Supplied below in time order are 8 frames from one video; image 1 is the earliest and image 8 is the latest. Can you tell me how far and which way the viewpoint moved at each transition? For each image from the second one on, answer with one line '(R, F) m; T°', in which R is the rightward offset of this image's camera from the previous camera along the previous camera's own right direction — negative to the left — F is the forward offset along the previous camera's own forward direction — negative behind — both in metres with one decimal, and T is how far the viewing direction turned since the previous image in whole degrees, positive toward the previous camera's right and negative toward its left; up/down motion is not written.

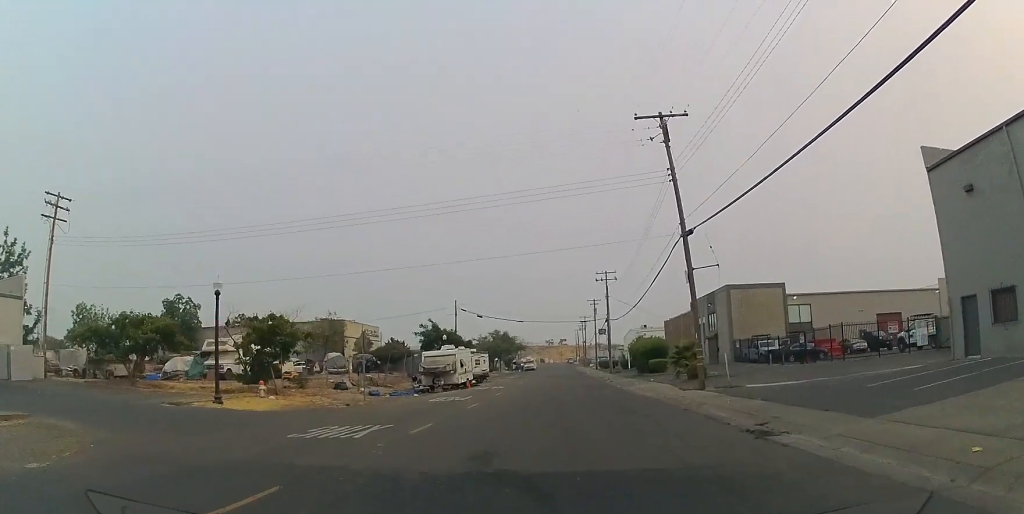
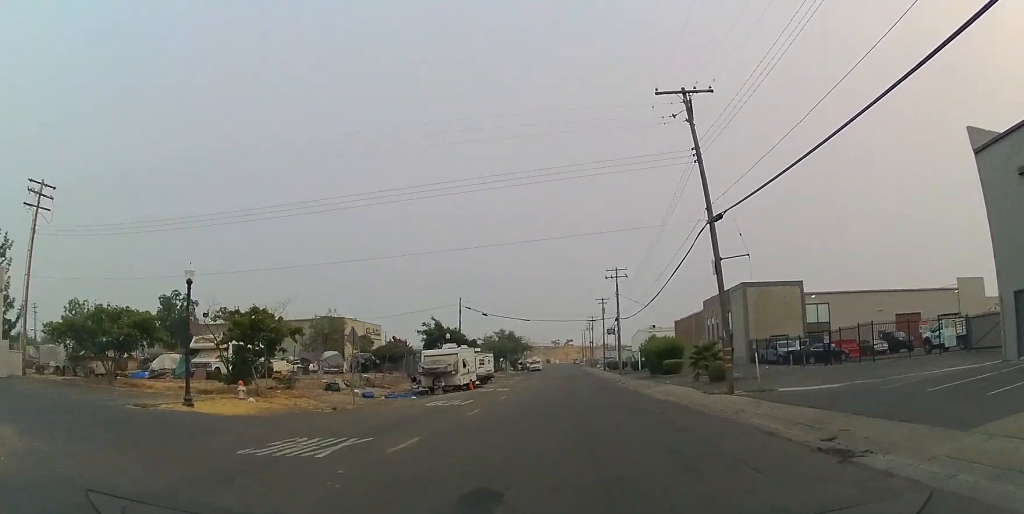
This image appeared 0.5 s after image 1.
(+0.1, +2.7) m; +1°
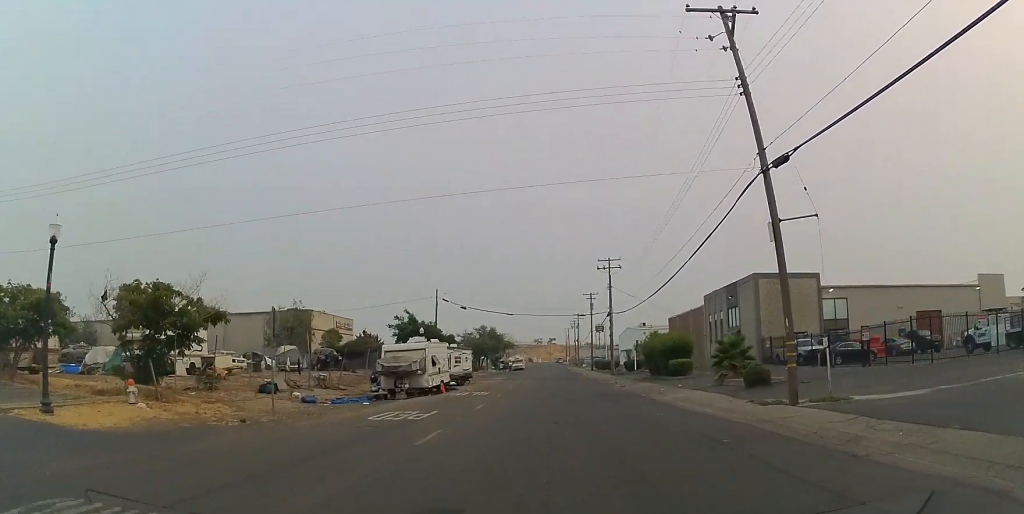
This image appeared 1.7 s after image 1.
(-0.2, +6.6) m; -2°
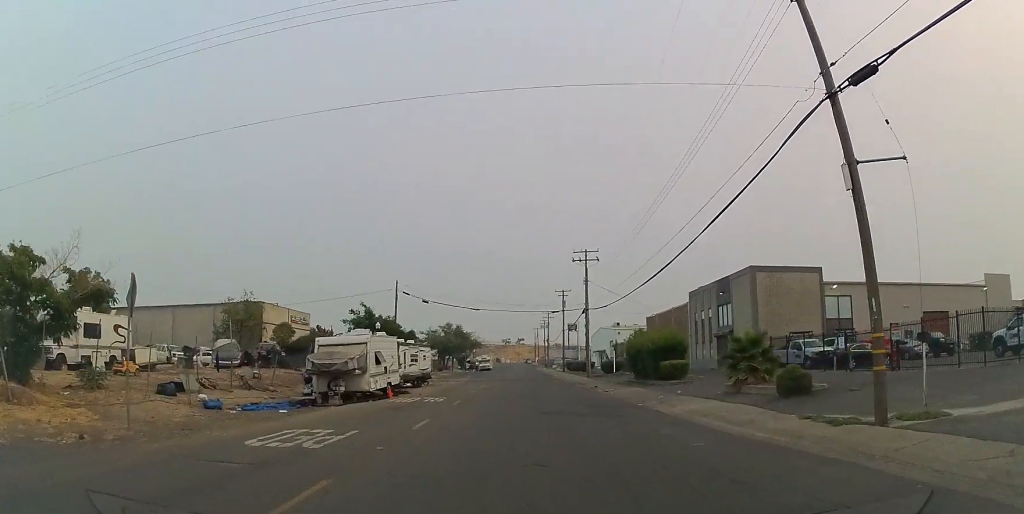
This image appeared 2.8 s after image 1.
(+0.1, +5.5) m; +5°
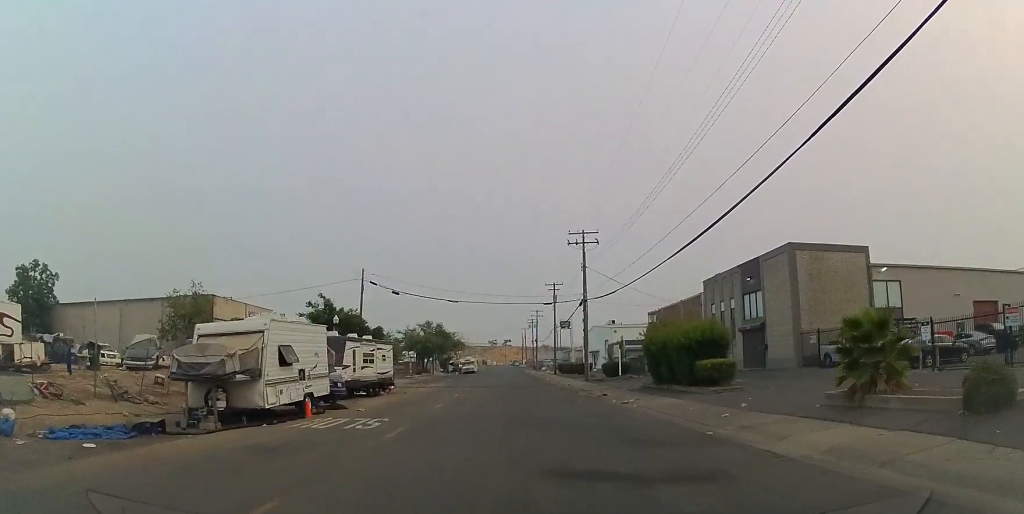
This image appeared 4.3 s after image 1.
(+0.3, +8.4) m; -1°
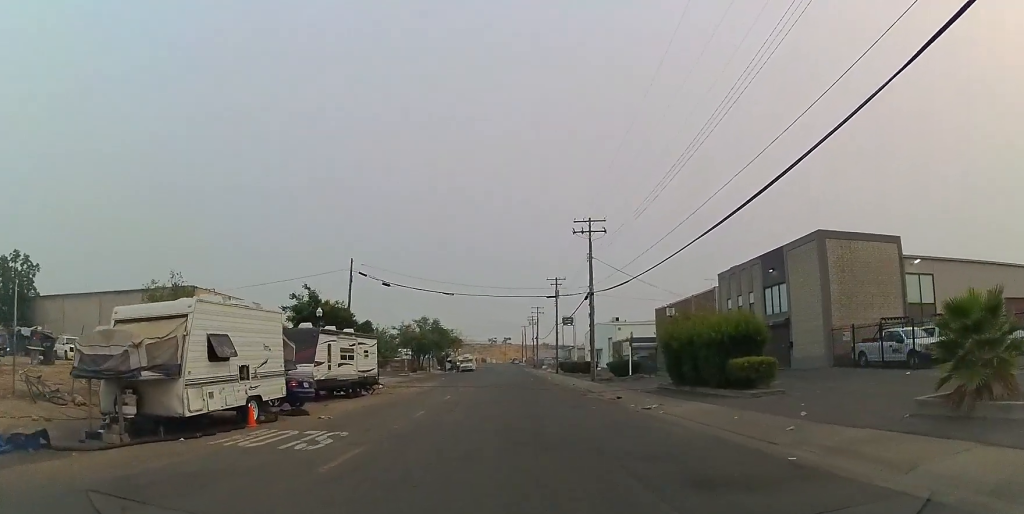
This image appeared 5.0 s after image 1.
(0.0, +3.8) m; 0°
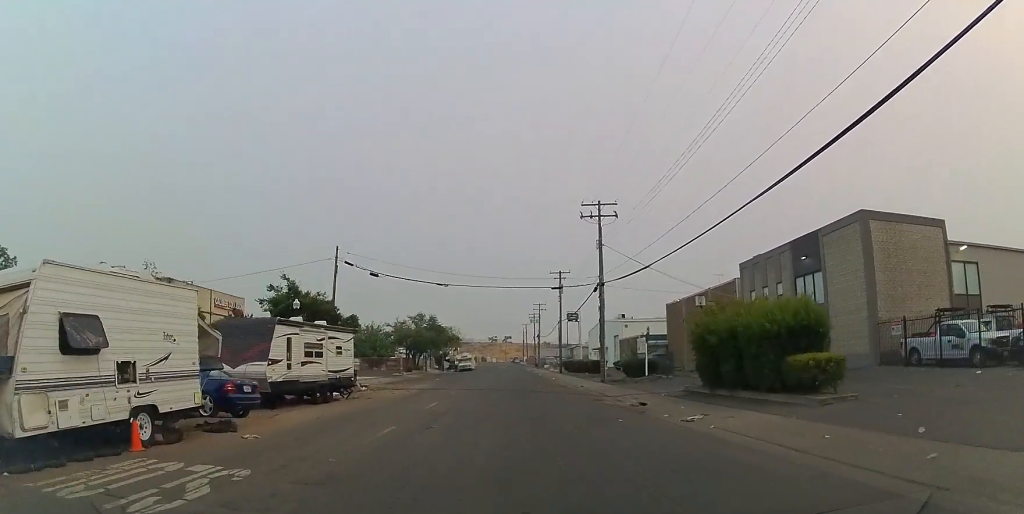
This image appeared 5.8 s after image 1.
(0.0, +4.5) m; +2°
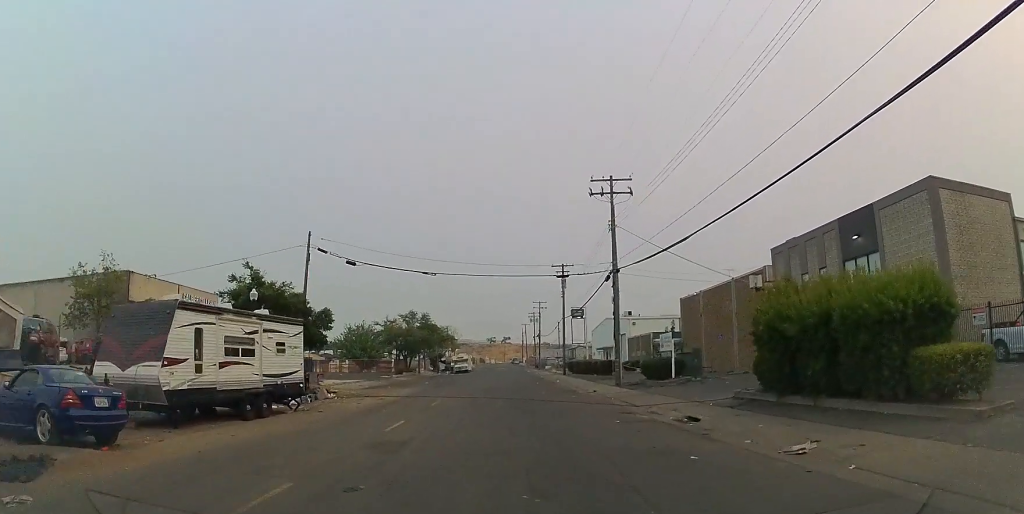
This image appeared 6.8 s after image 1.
(+0.2, +5.9) m; +3°
